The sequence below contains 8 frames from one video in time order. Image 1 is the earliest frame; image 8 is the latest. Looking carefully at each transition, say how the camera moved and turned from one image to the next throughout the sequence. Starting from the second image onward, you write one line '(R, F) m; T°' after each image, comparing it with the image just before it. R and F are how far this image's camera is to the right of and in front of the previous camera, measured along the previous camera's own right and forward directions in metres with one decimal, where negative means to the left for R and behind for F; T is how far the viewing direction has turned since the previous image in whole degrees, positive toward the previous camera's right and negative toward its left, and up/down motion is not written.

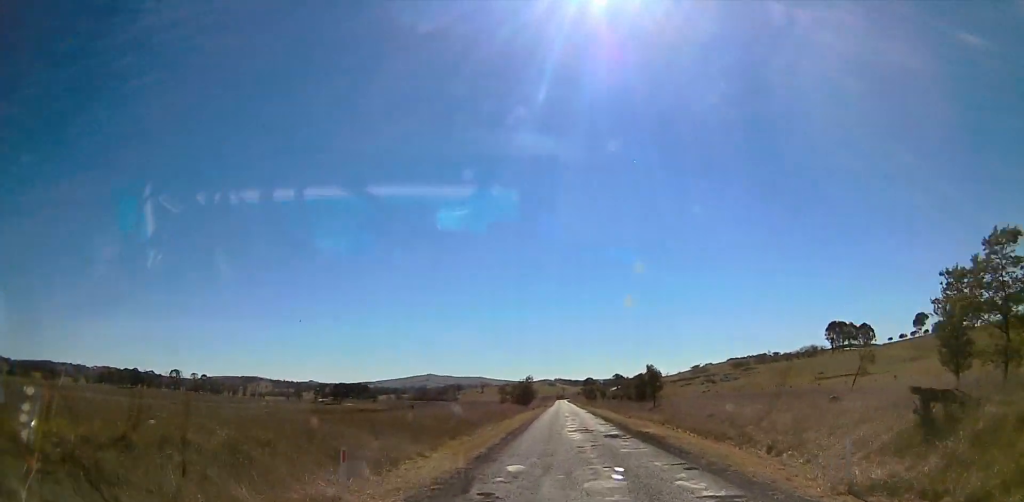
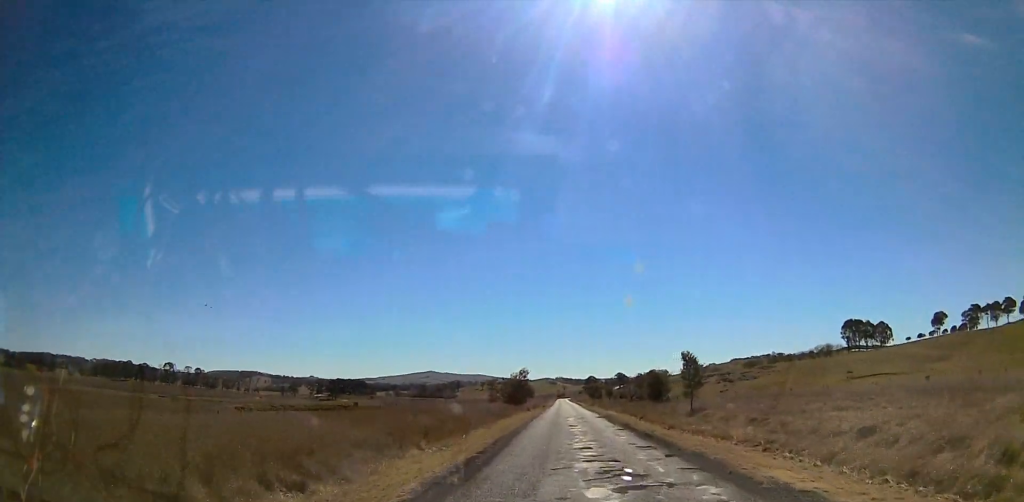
(0.0, +21.1) m; -2°
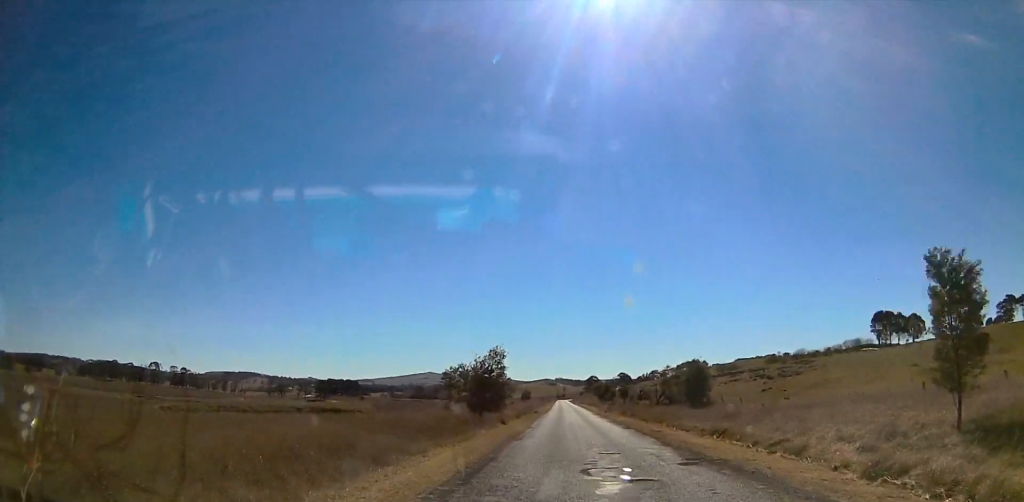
(-1.4, +38.1) m; 0°
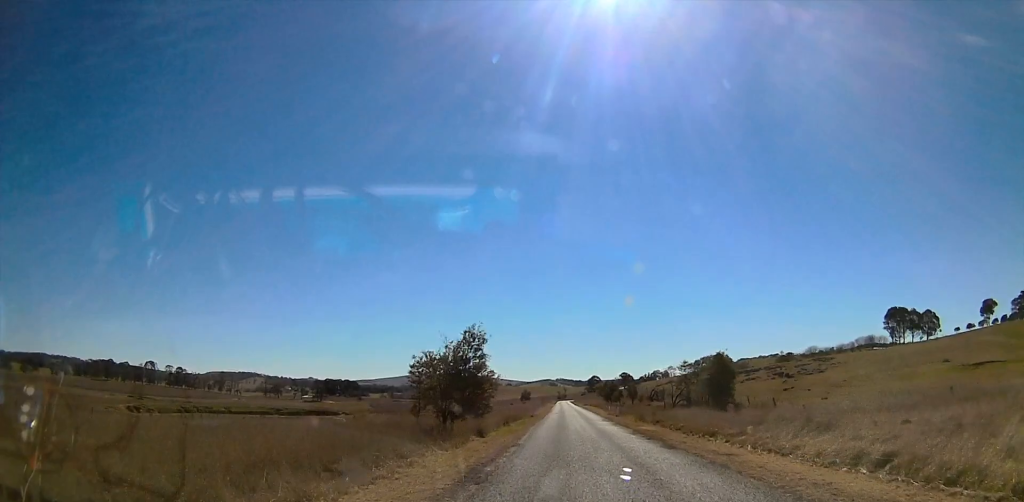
(+0.8, +13.3) m; +2°
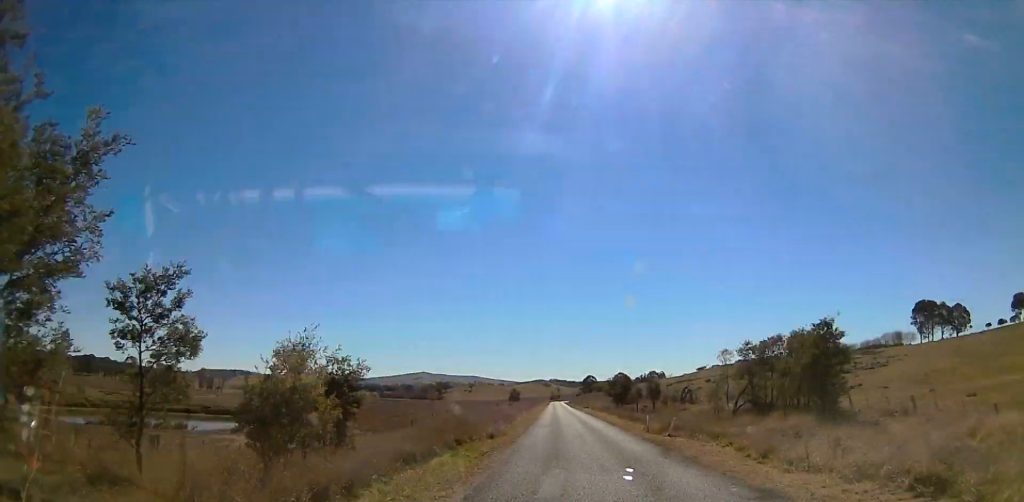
(+1.2, +32.2) m; +1°
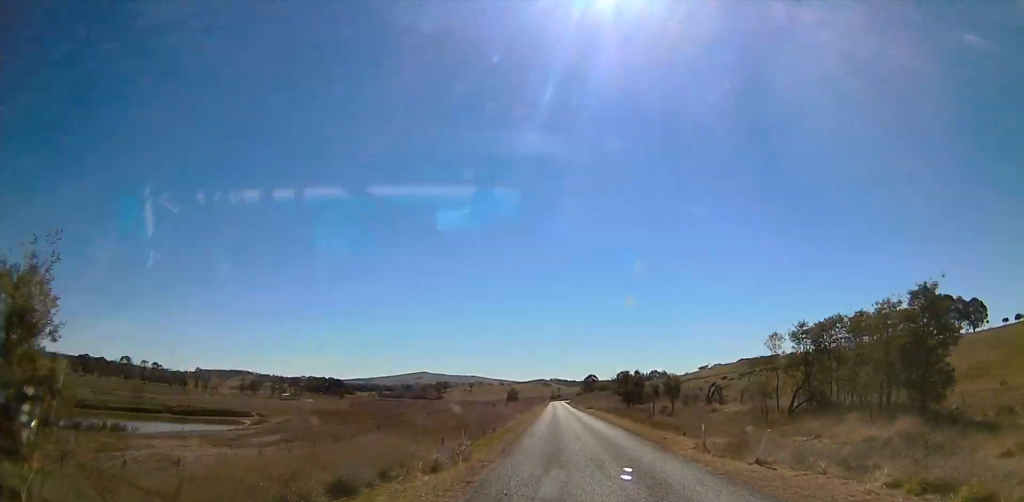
(+0.1, +13.3) m; -1°
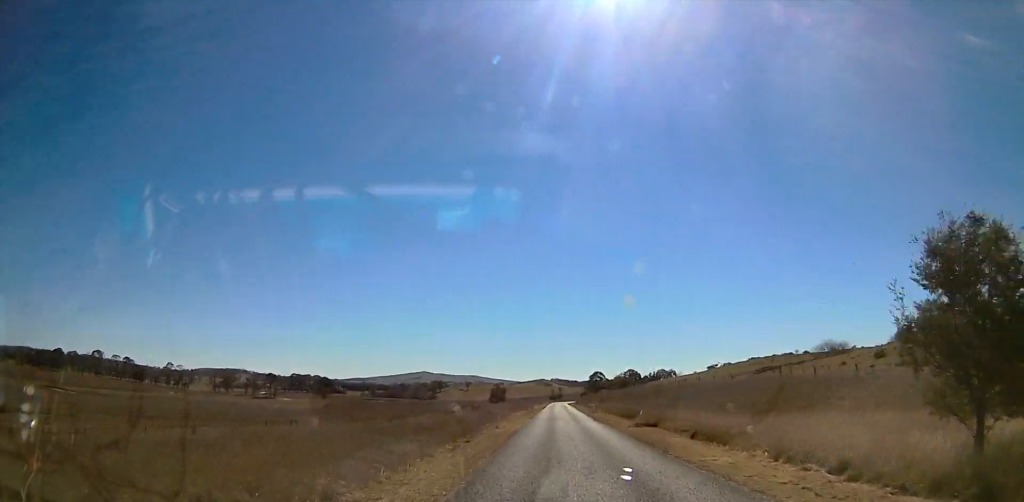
(-1.4, +65.1) m; -1°
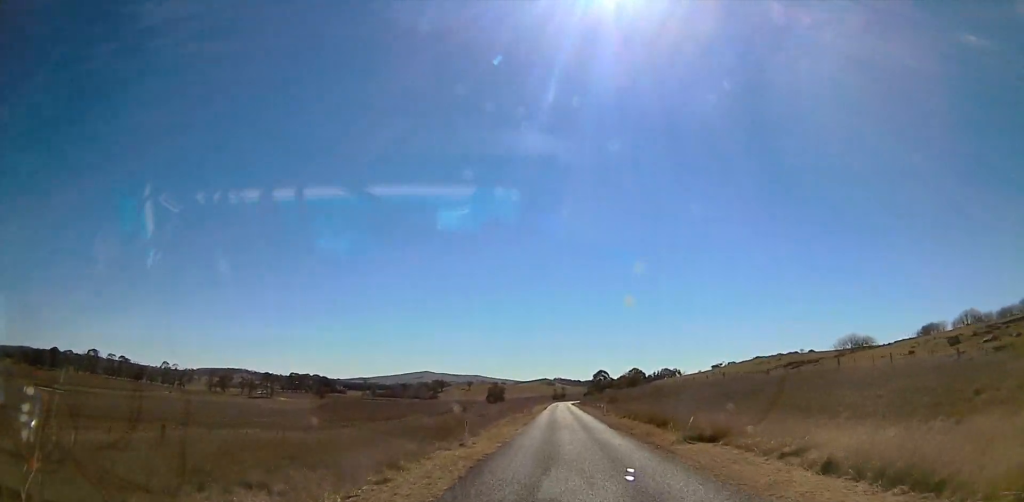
(0.0, +13.9) m; 0°
